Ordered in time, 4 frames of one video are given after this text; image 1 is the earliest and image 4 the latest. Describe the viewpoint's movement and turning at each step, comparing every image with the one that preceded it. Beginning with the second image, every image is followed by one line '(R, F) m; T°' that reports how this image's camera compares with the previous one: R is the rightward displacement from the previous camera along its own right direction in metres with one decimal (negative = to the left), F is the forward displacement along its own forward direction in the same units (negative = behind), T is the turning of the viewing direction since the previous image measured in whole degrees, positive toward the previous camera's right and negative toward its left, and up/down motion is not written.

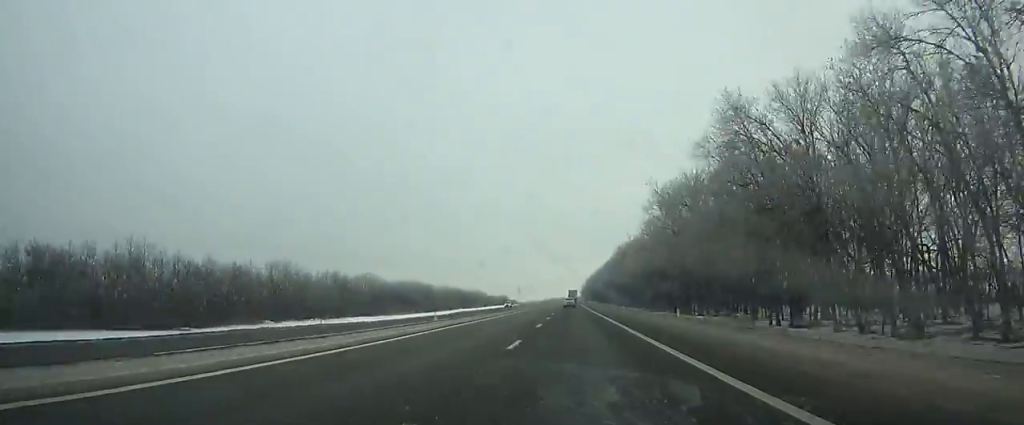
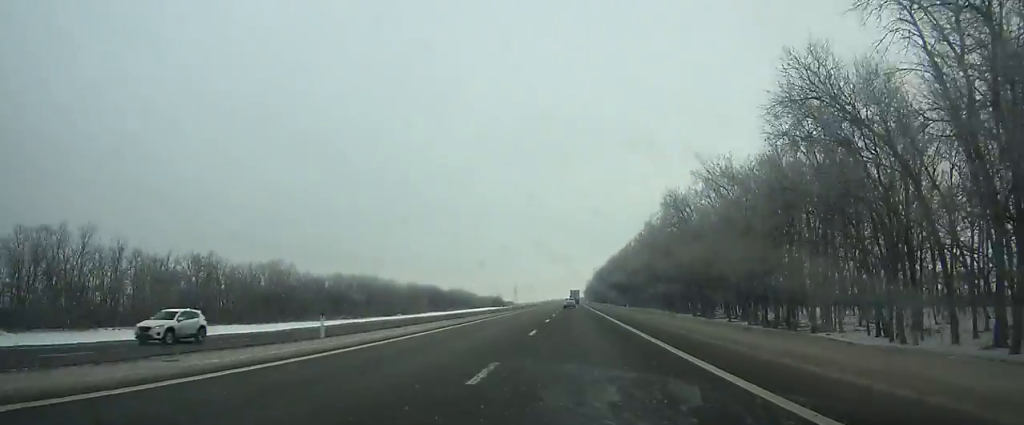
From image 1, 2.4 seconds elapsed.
(-0.2, +69.3) m; 0°
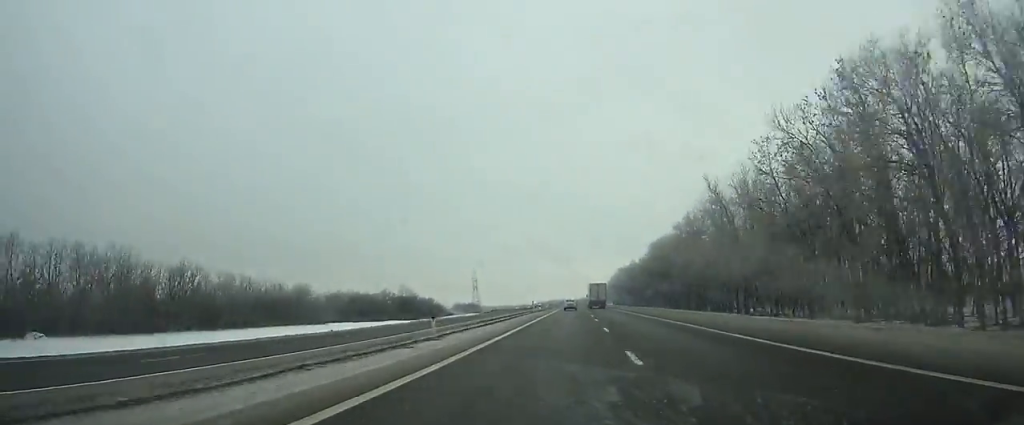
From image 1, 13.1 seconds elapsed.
(-0.7, +313.8) m; 0°
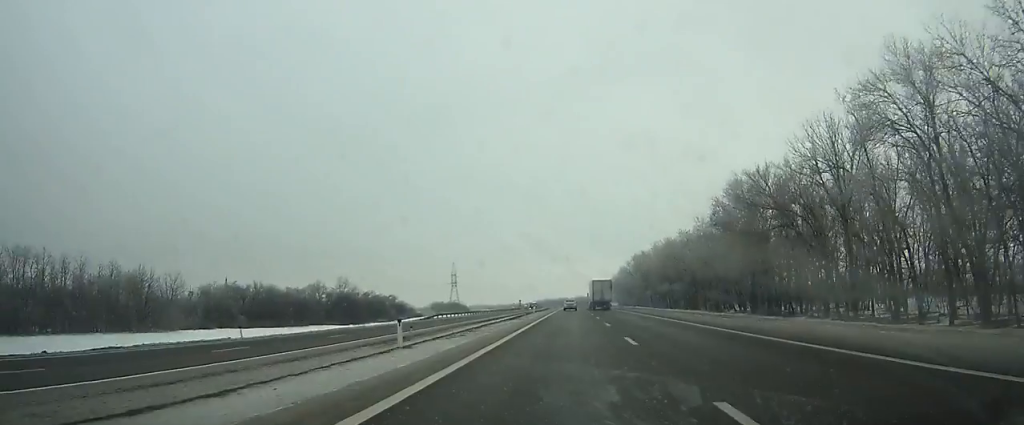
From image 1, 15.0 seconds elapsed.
(-0.2, +54.2) m; 0°
